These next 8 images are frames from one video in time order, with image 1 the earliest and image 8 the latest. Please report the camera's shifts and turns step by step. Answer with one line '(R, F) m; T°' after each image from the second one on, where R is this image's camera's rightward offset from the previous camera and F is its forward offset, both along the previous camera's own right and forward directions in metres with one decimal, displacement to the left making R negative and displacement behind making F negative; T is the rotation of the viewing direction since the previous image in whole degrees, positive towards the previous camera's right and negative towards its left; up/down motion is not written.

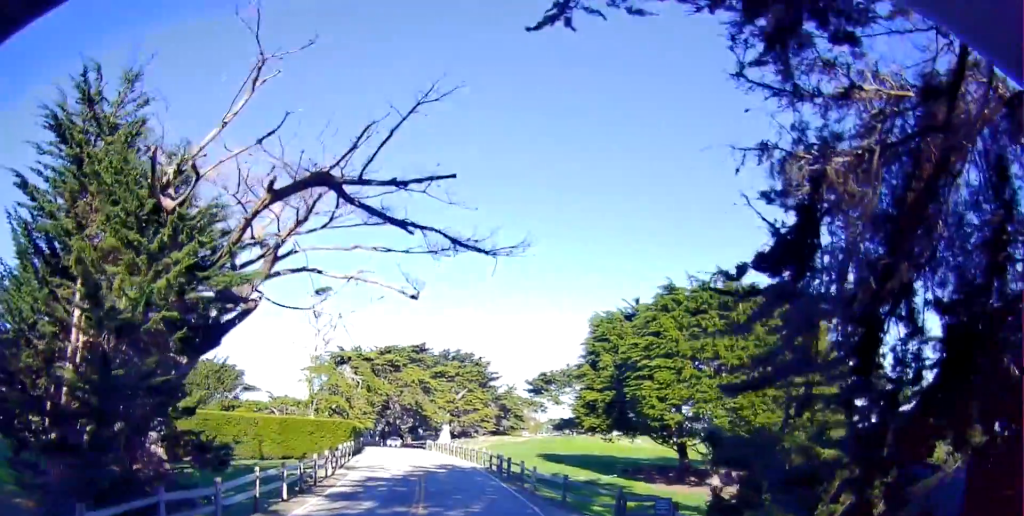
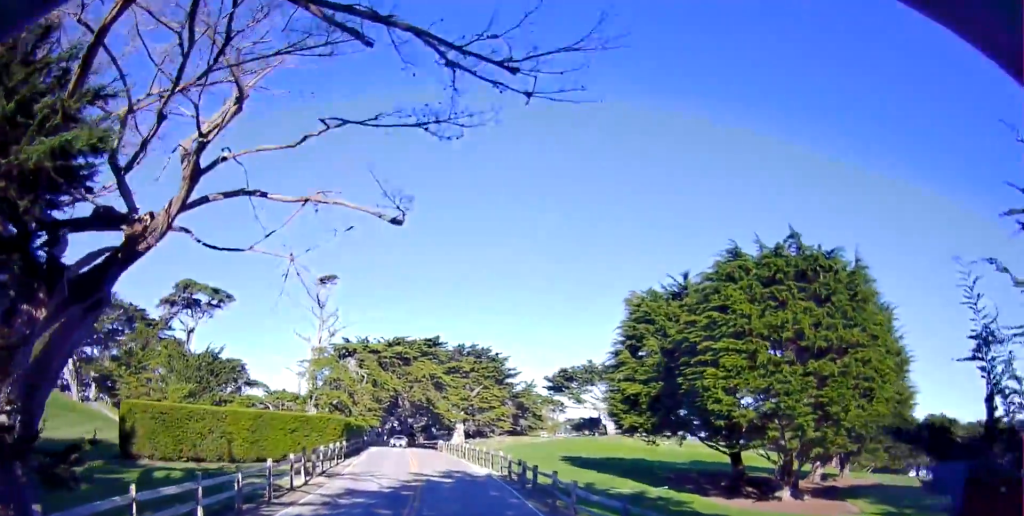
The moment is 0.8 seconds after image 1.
(-0.1, +5.0) m; -2°
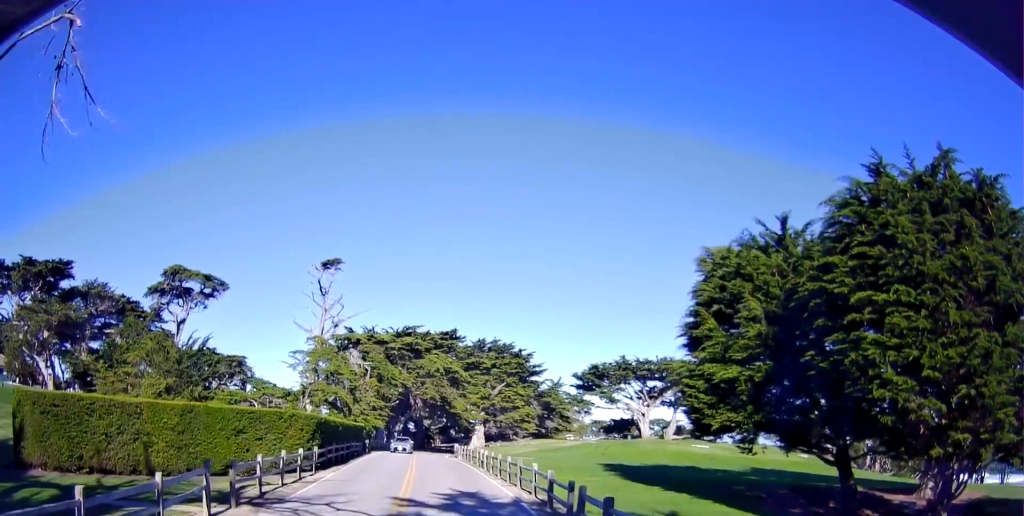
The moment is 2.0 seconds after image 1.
(-0.1, +8.5) m; -2°
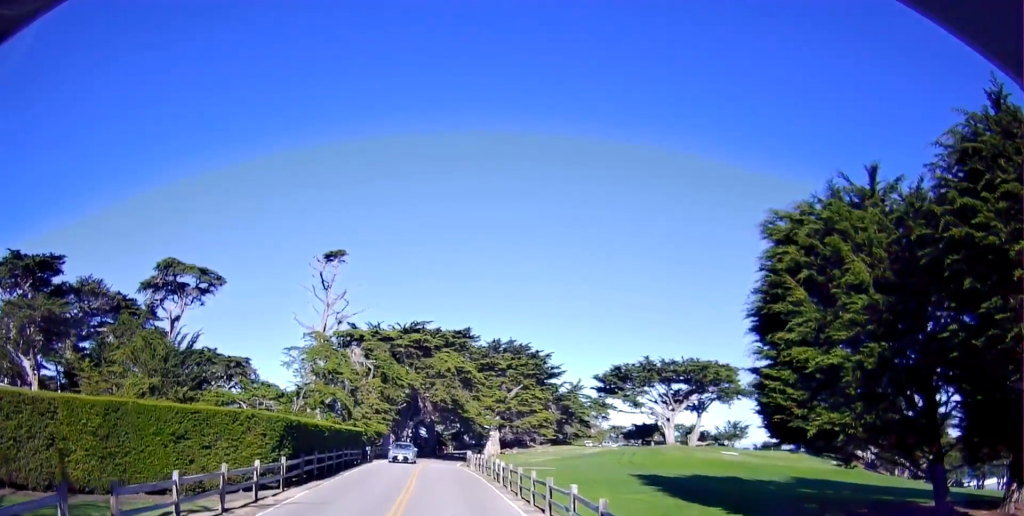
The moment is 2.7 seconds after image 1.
(-0.1, +5.5) m; -3°
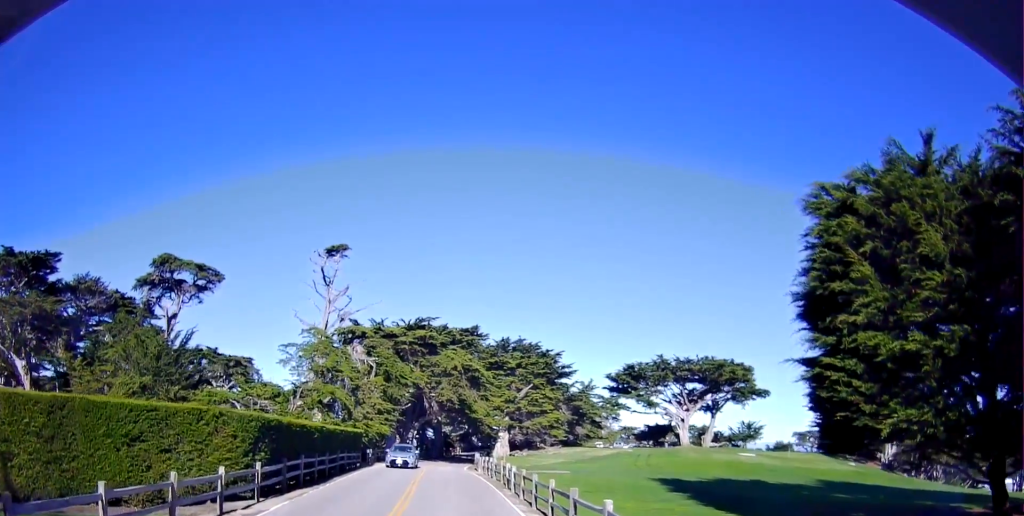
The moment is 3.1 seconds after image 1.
(0.0, +2.8) m; -2°
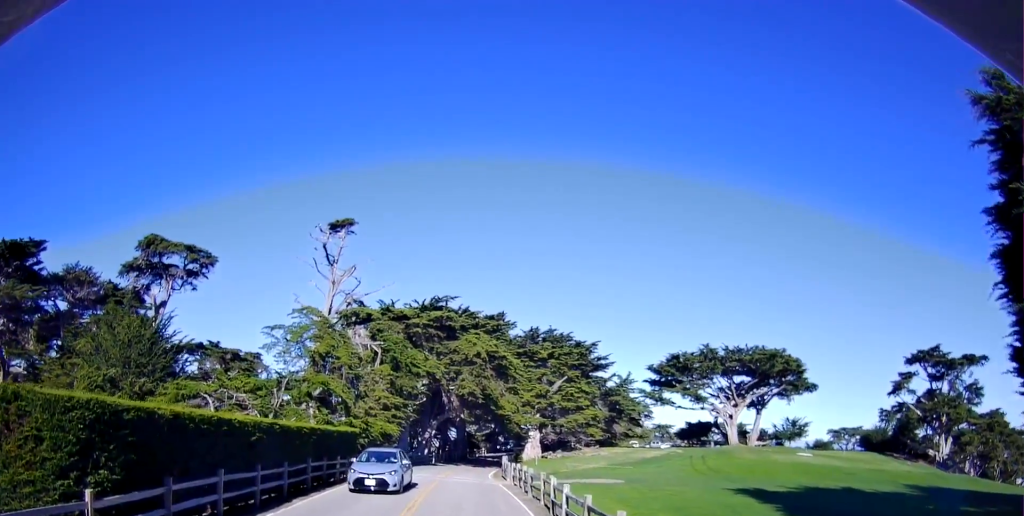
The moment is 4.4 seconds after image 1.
(-0.4, +8.6) m; -3°
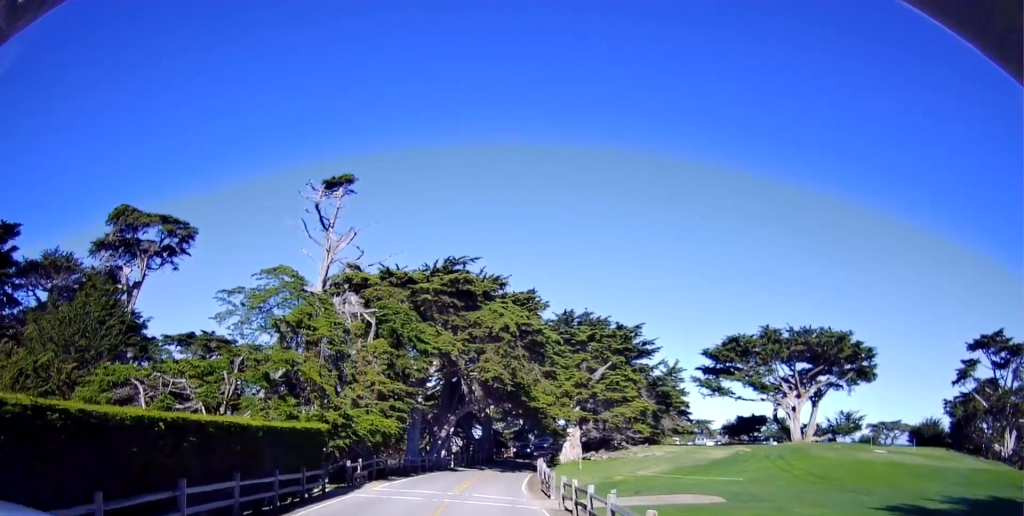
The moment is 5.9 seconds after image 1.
(0.0, +11.4) m; 0°
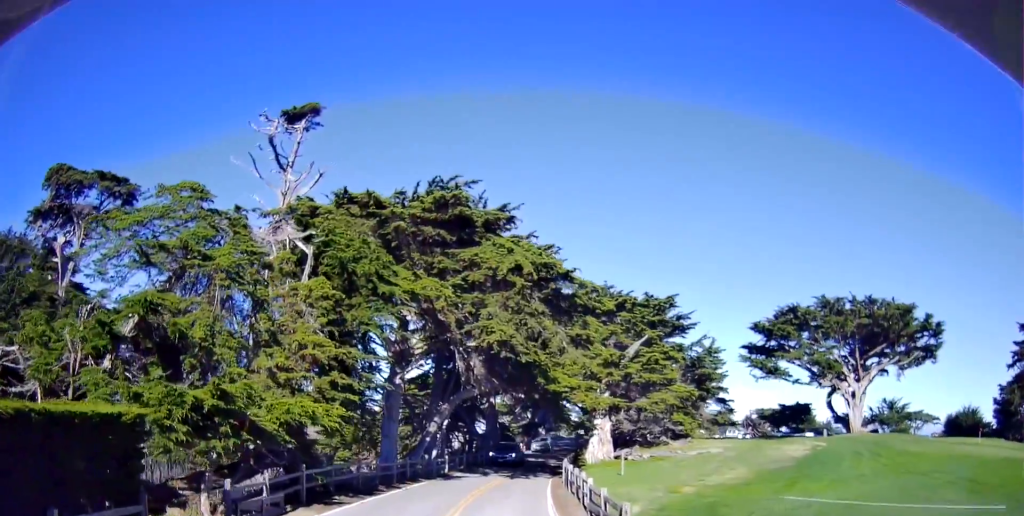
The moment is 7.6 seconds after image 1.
(0.0, +13.4) m; 0°
